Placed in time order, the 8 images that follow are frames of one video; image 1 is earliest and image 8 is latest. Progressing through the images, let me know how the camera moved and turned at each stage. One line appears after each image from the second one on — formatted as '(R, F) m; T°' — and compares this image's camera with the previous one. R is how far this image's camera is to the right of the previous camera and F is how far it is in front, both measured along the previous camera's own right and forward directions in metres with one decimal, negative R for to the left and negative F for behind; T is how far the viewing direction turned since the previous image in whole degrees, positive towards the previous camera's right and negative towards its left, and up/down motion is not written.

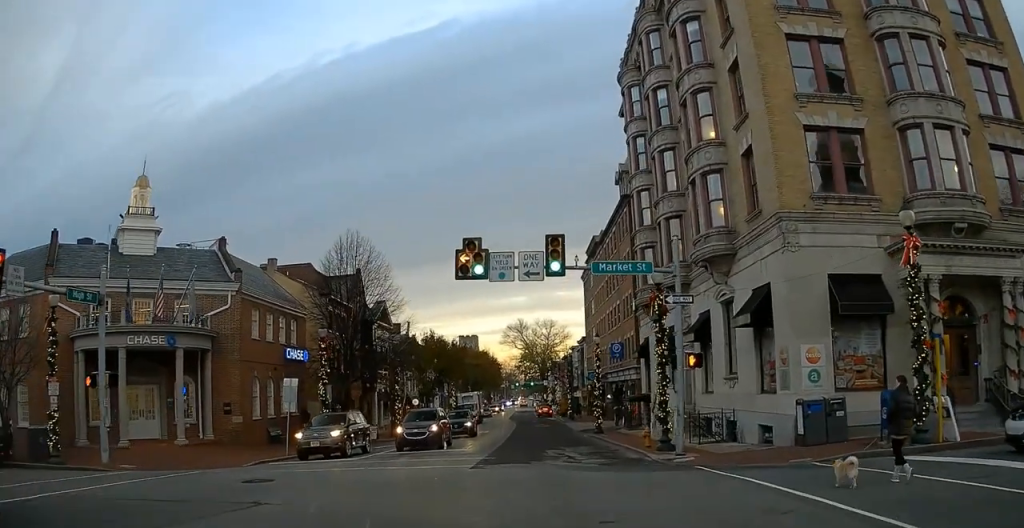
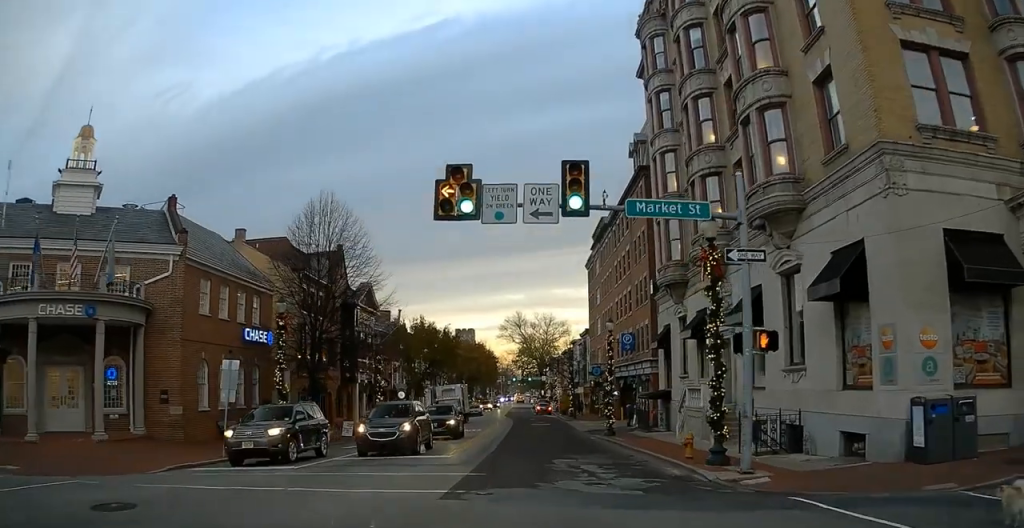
(-0.2, +5.9) m; -3°
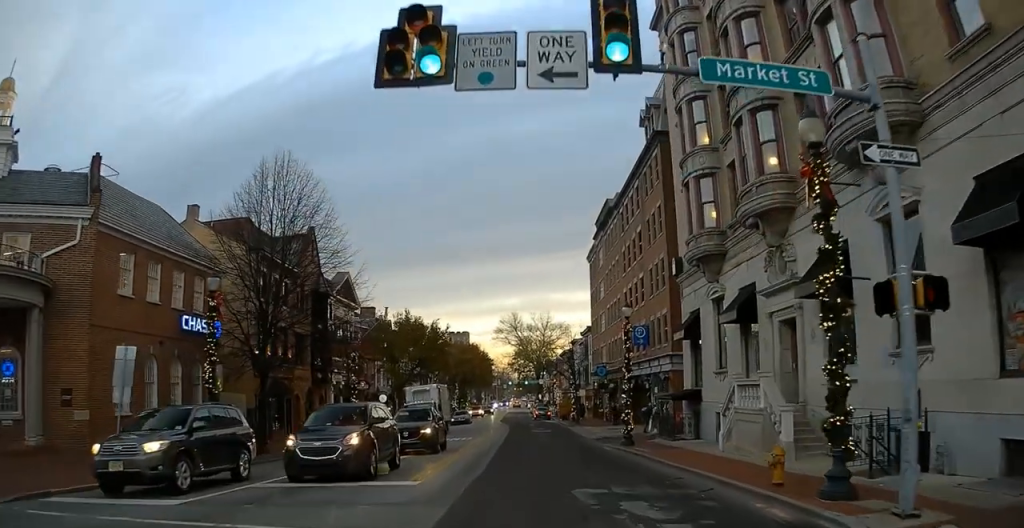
(-0.1, +6.1) m; 0°
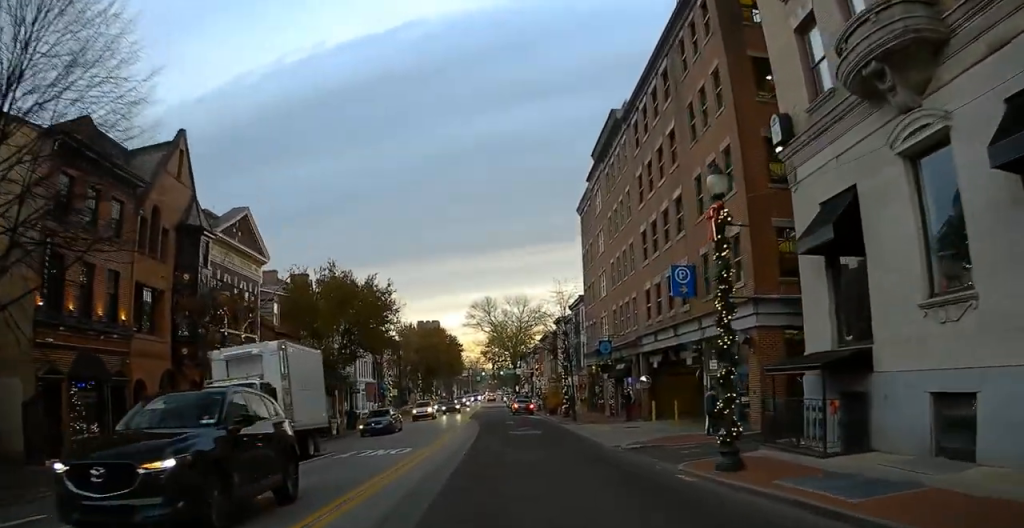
(+0.4, +15.7) m; +3°
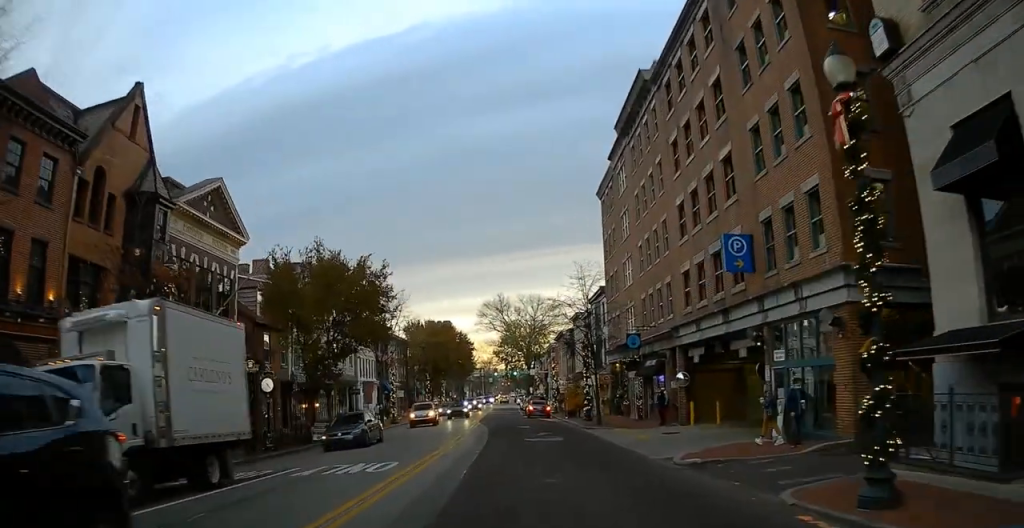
(0.0, +5.2) m; 0°
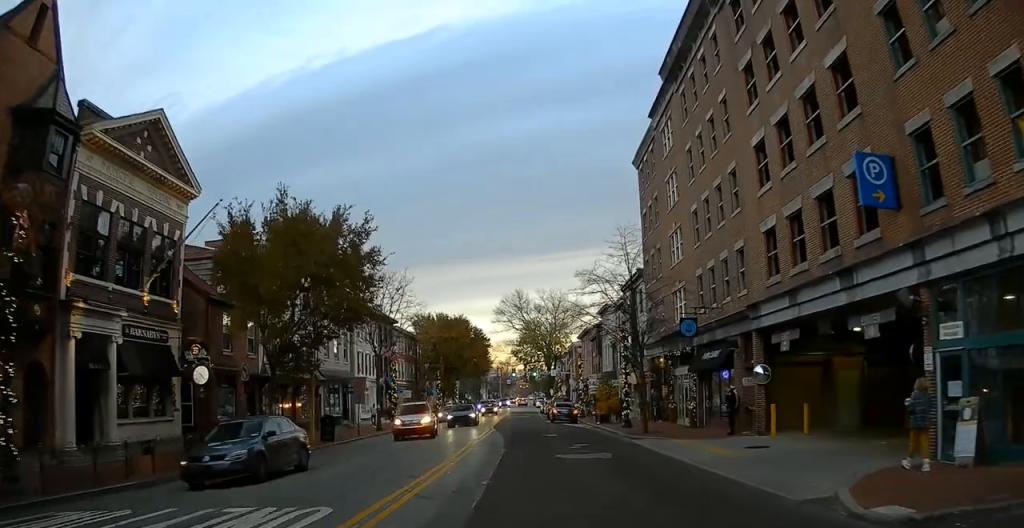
(0.0, +7.7) m; -1°
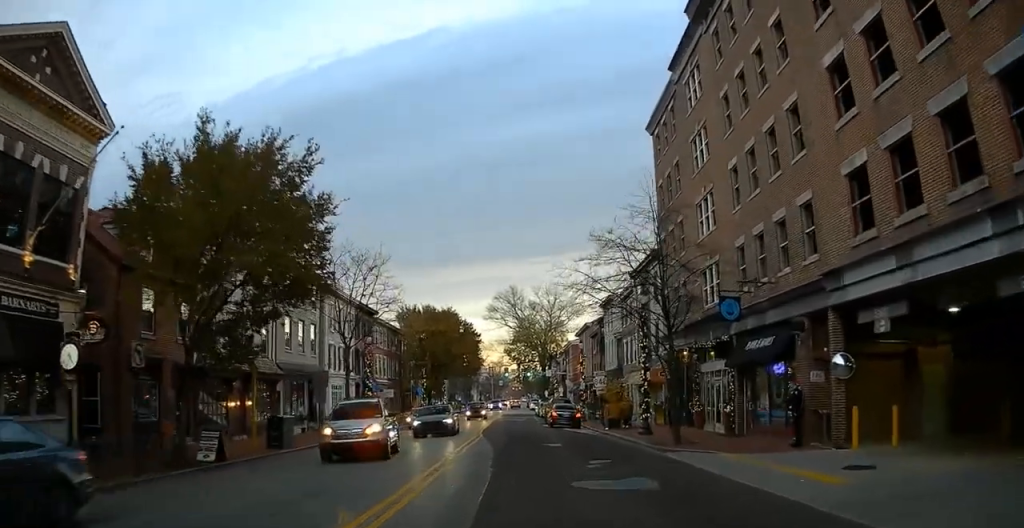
(-0.1, +6.3) m; -1°
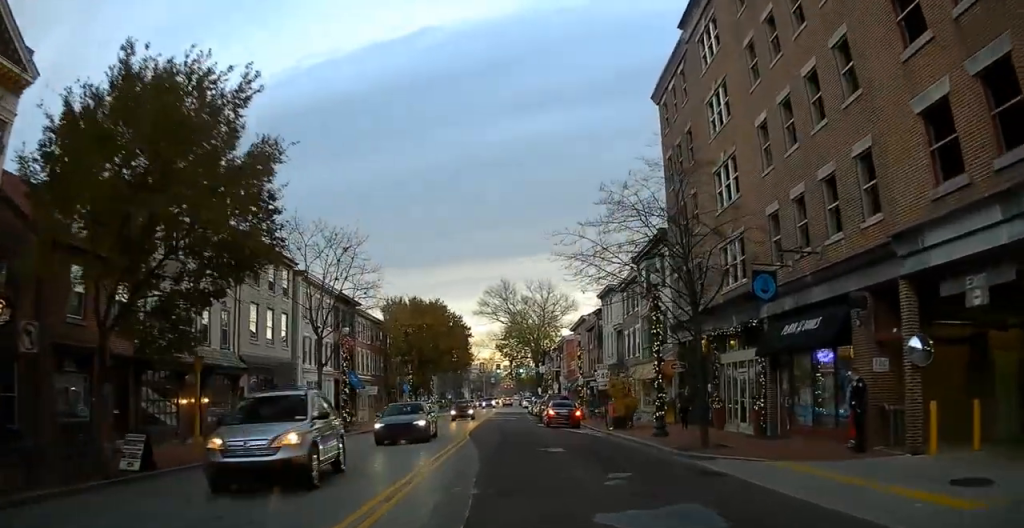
(-0.1, +3.9) m; +1°
